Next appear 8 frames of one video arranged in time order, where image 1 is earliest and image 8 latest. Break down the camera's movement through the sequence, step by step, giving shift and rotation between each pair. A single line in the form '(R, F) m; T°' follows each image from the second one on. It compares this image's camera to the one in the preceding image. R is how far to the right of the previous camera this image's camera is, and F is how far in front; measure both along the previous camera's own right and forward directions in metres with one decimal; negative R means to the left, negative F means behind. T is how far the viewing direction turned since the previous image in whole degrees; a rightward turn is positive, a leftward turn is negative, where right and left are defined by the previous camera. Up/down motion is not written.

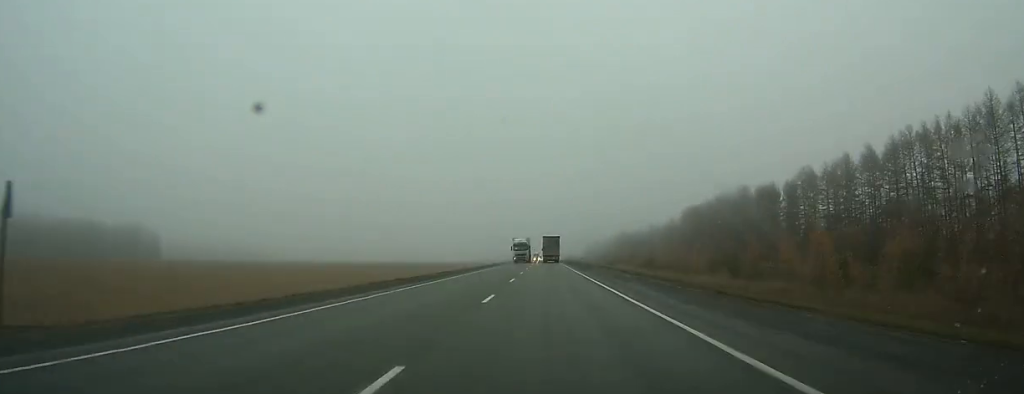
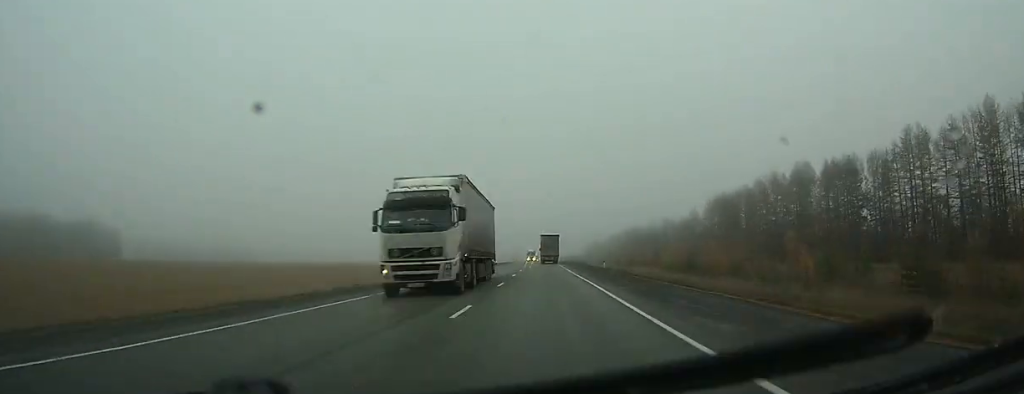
(+0.1, +40.5) m; 0°
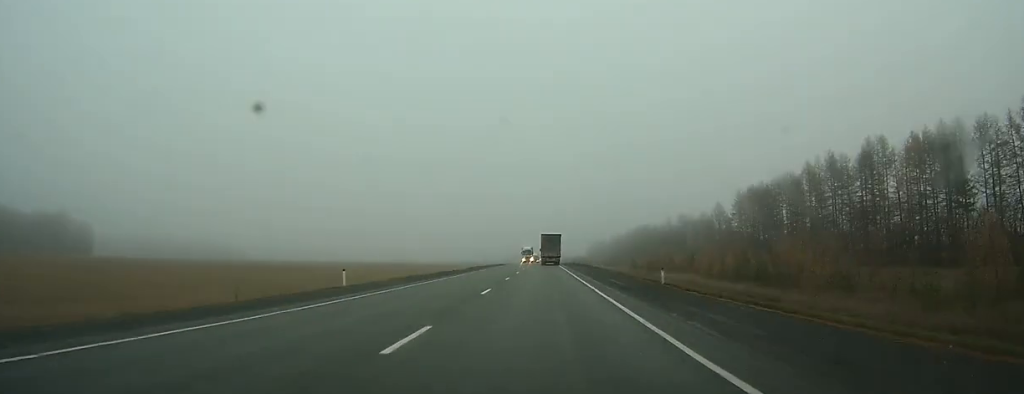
(+0.1, +30.4) m; 0°
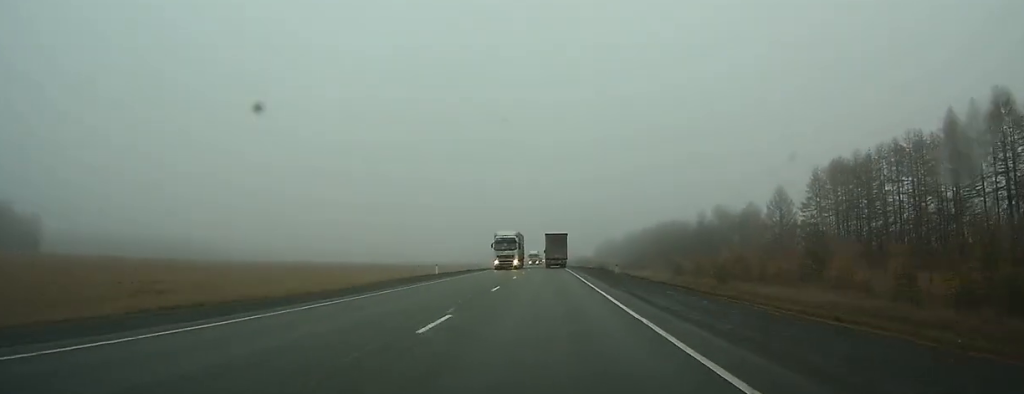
(-0.2, +48.4) m; 0°
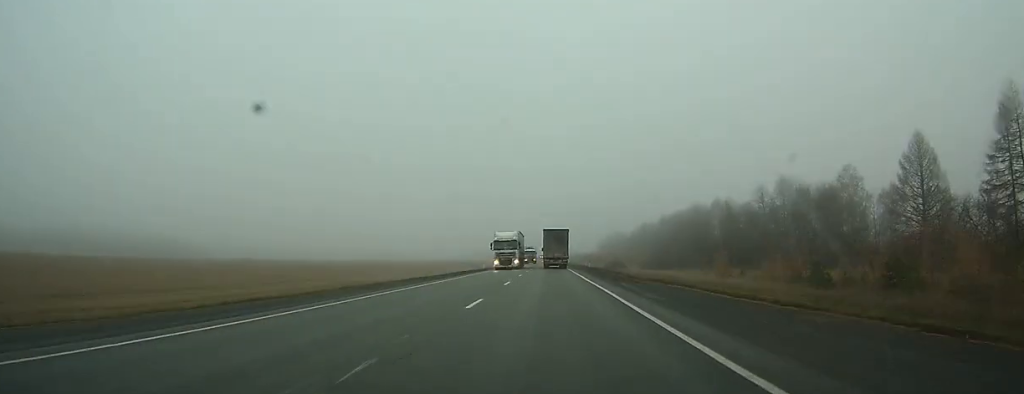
(-0.2, +57.0) m; 0°
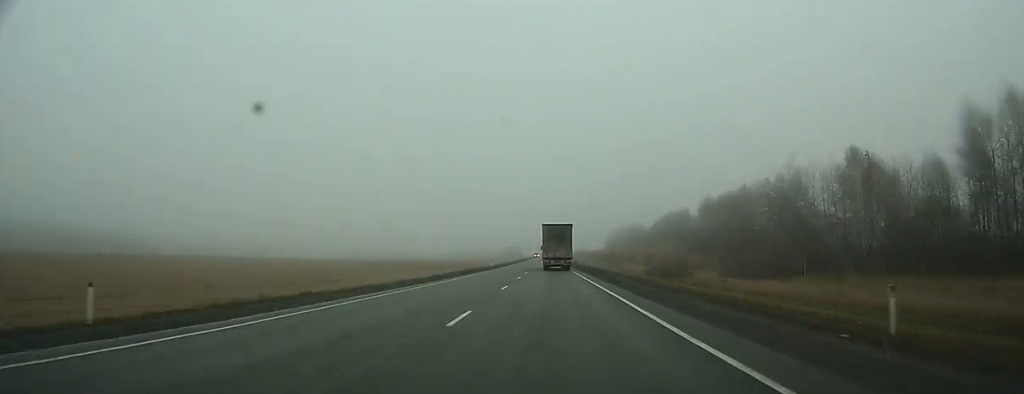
(-0.2, +74.0) m; 0°
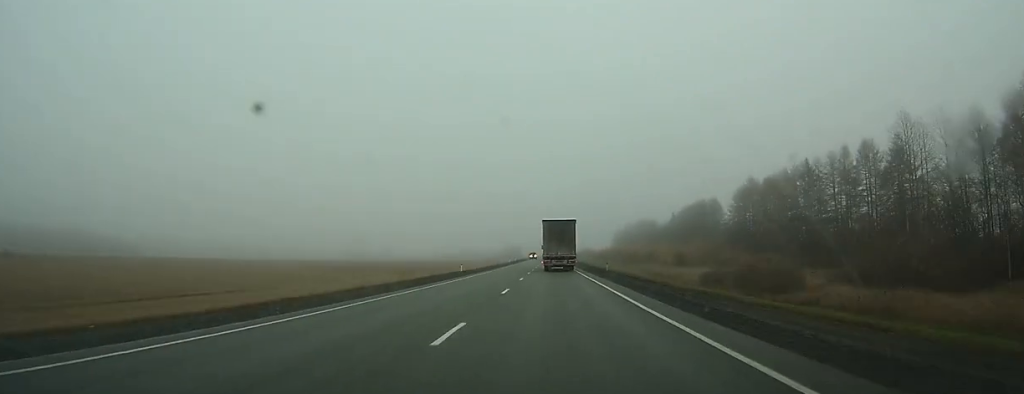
(-0.1, +36.8) m; 0°
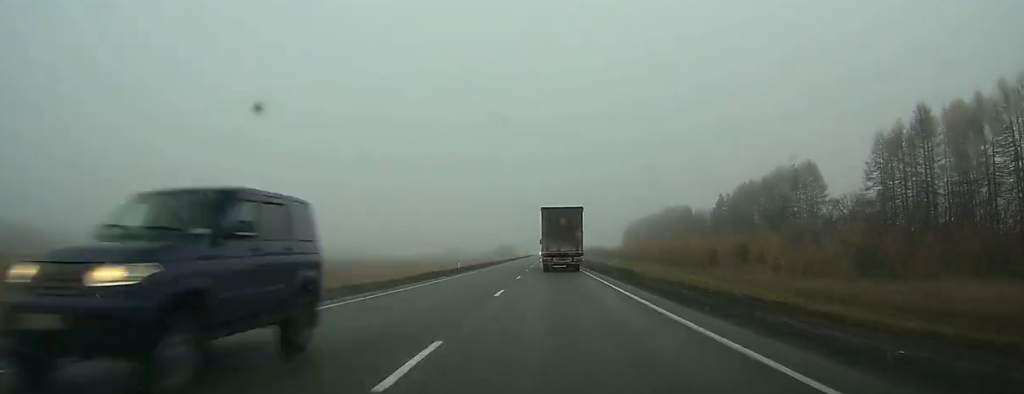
(-0.1, +77.2) m; 0°
